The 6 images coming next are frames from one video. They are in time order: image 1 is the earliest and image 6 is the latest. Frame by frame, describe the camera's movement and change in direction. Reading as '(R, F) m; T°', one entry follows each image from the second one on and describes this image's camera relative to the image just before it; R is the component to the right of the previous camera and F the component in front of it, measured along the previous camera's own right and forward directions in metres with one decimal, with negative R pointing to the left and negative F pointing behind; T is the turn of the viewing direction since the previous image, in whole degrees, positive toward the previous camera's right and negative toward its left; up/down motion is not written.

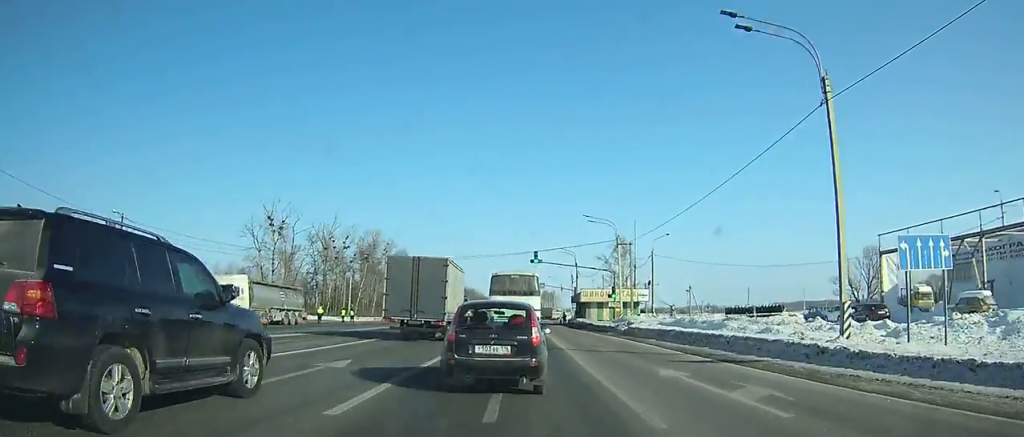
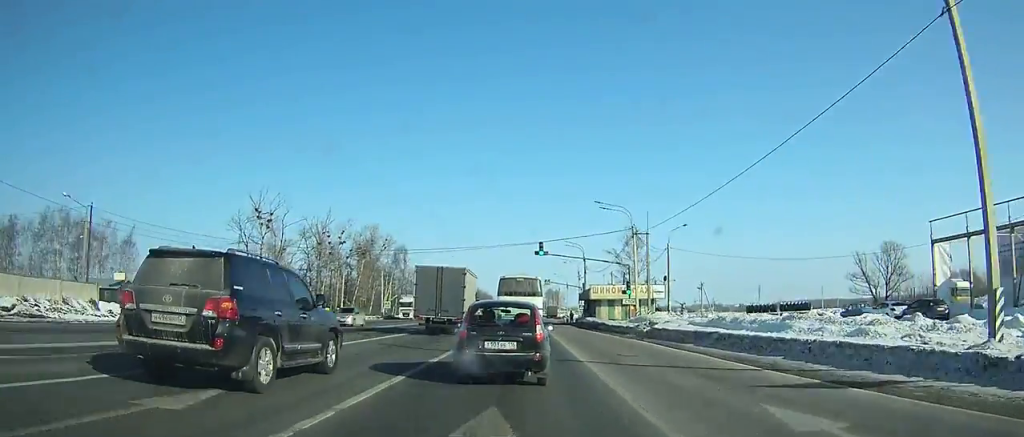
(0.0, +6.3) m; 0°
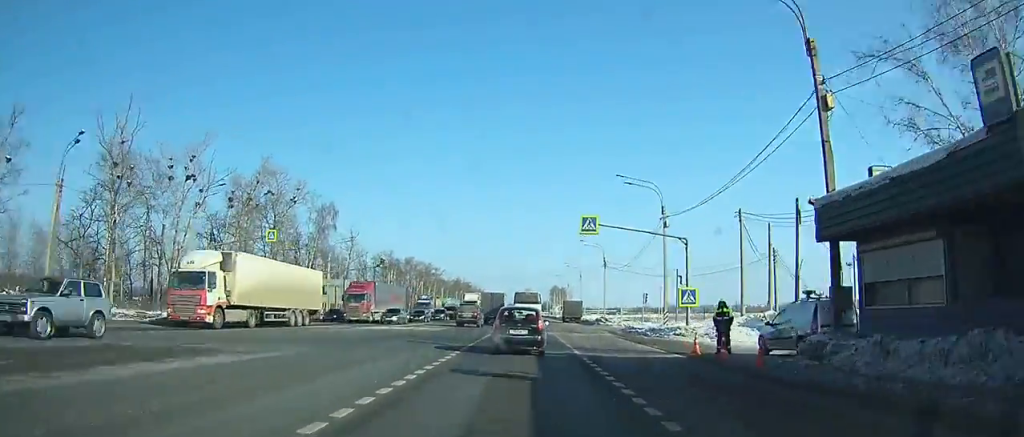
(+0.1, +65.7) m; 0°
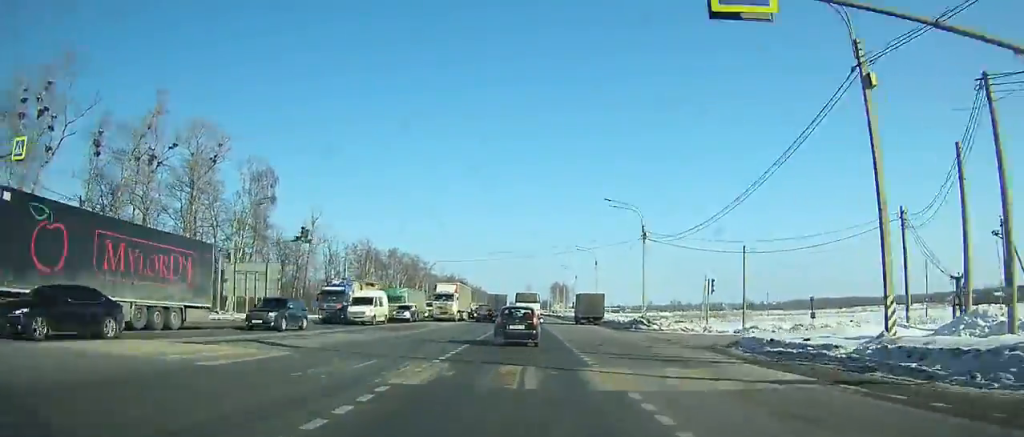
(-0.1, +27.6) m; 0°
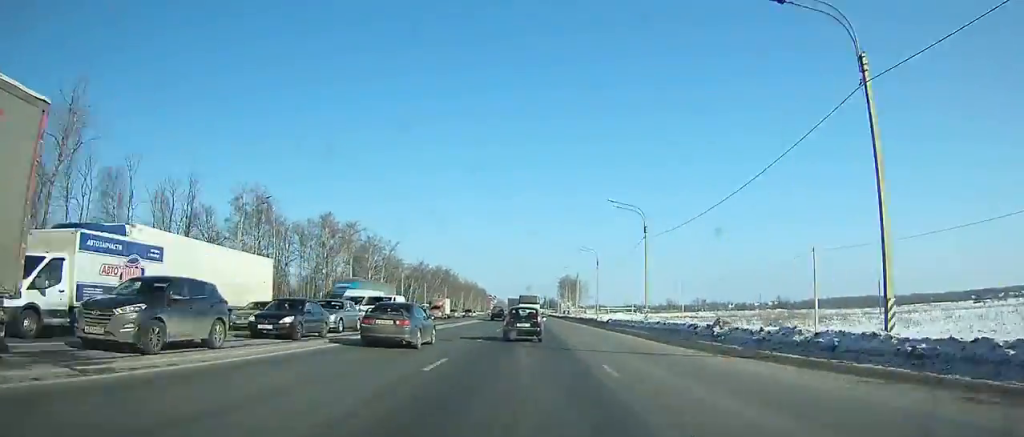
(-0.1, +72.2) m; 0°
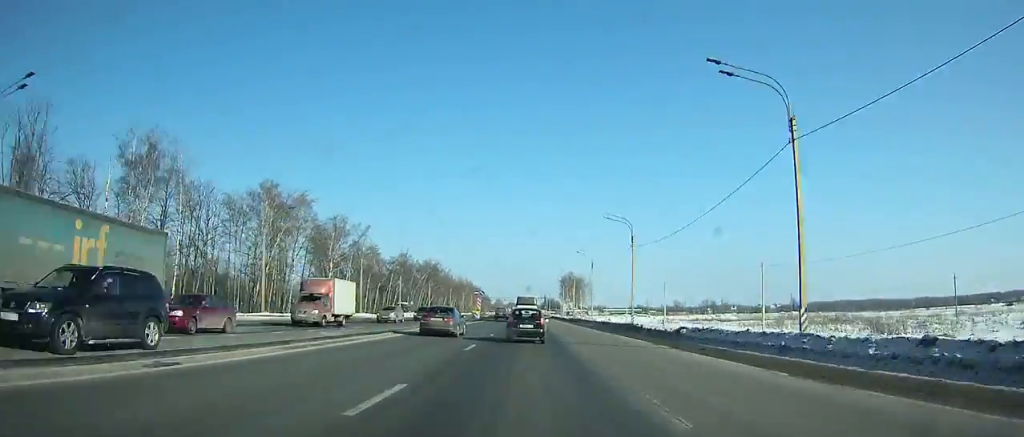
(-0.1, +29.8) m; 0°
